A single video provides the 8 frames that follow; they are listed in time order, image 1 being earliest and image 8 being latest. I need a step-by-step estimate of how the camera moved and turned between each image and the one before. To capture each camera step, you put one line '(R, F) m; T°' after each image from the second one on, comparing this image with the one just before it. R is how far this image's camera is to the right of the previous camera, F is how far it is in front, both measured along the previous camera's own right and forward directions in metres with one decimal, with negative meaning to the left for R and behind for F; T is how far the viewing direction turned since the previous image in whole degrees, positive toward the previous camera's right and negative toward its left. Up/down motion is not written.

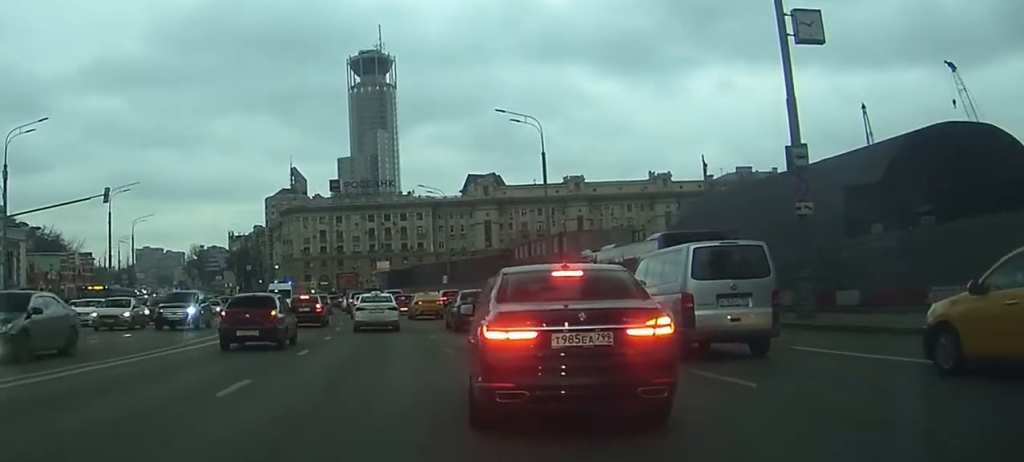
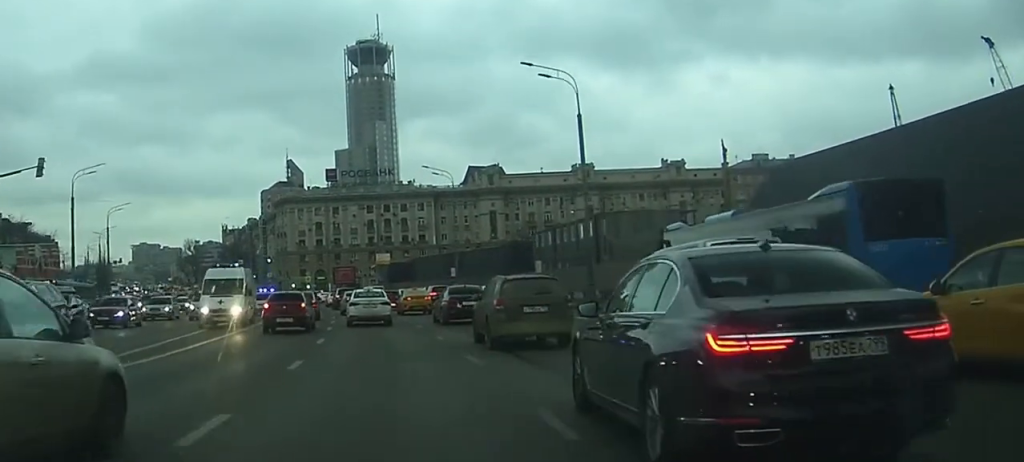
(0.0, +11.8) m; -2°
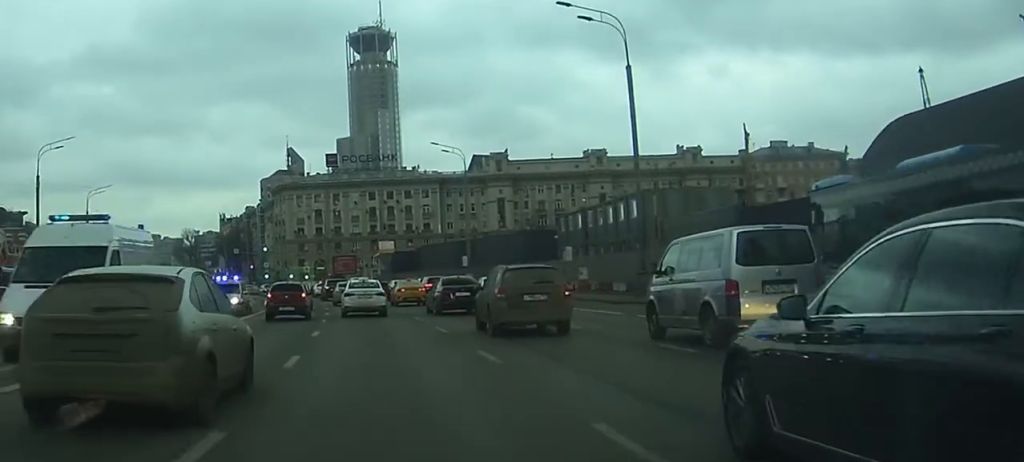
(-0.2, +9.8) m; -1°
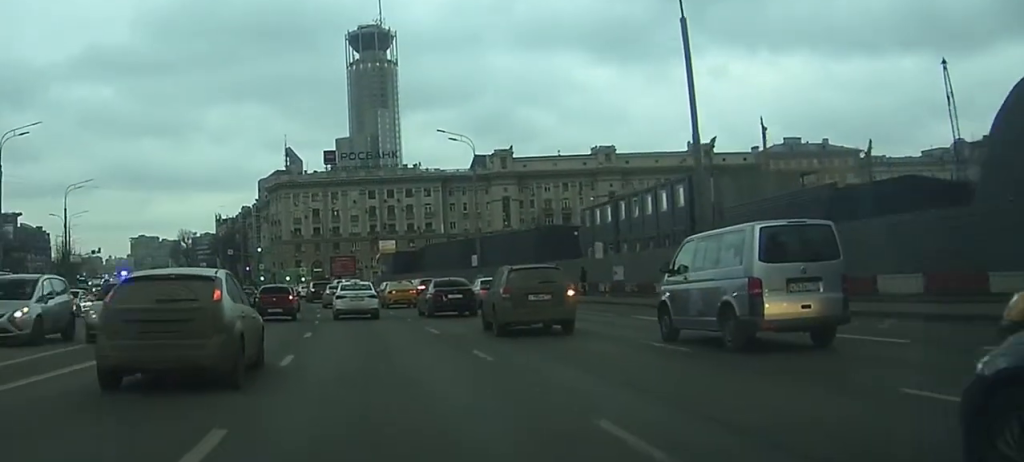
(0.0, +8.2) m; 0°
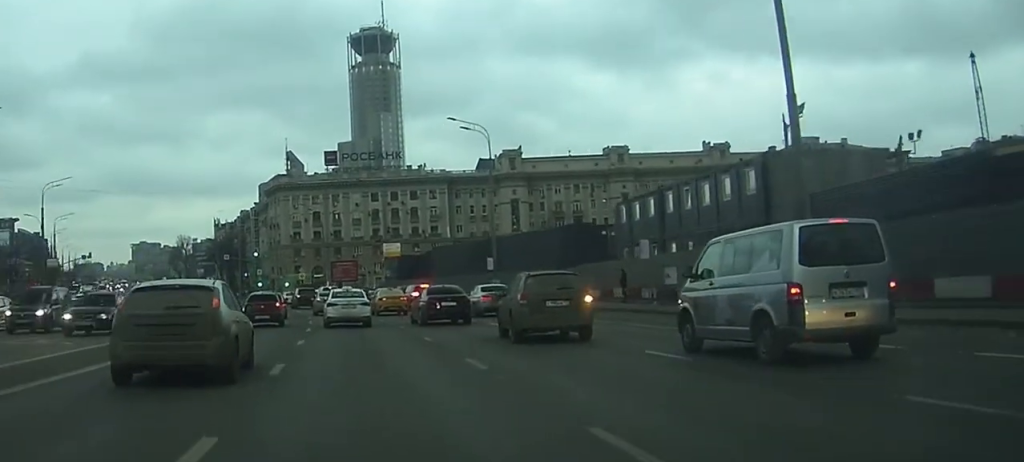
(+0.1, +8.3) m; 0°
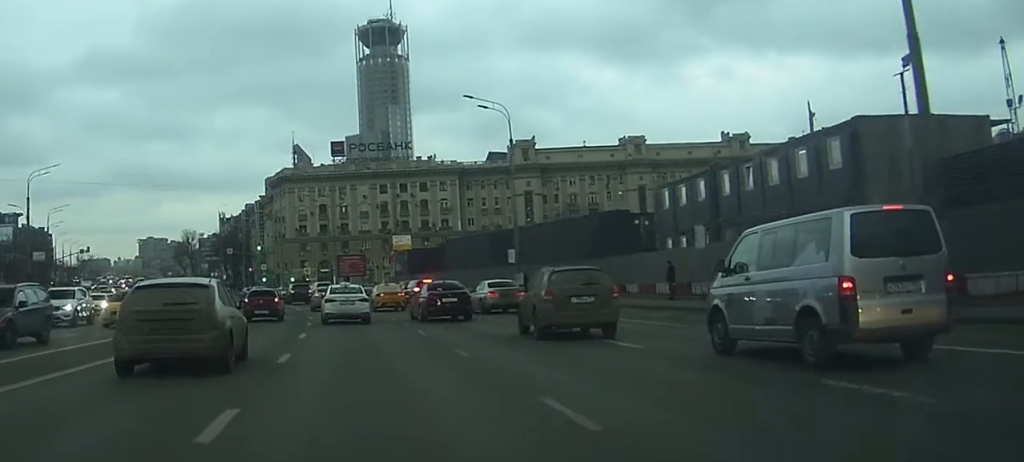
(0.0, +6.5) m; 0°
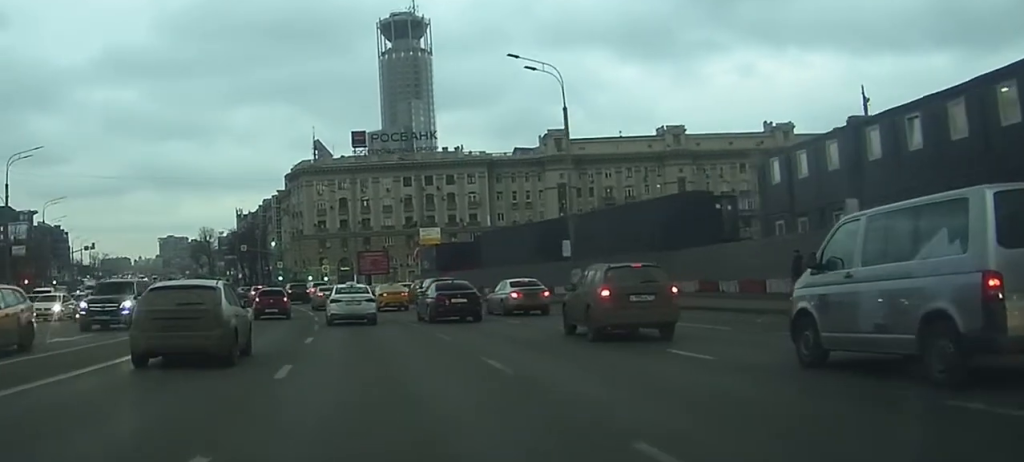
(-0.1, +11.2) m; -1°
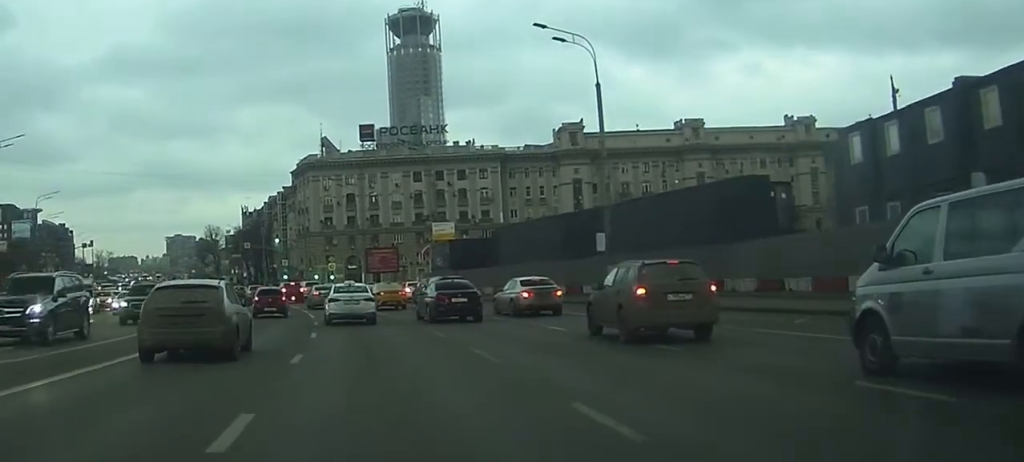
(0.0, +6.1) m; 0°
